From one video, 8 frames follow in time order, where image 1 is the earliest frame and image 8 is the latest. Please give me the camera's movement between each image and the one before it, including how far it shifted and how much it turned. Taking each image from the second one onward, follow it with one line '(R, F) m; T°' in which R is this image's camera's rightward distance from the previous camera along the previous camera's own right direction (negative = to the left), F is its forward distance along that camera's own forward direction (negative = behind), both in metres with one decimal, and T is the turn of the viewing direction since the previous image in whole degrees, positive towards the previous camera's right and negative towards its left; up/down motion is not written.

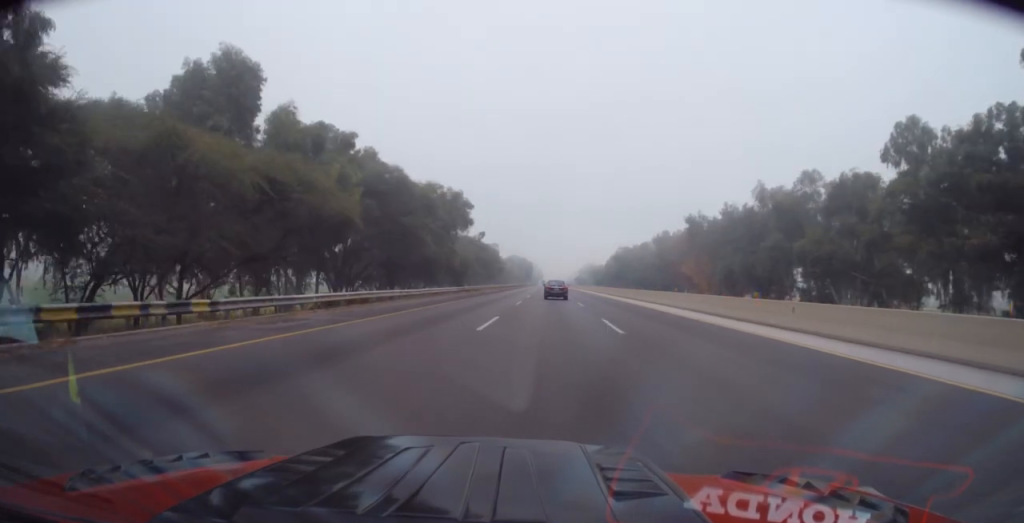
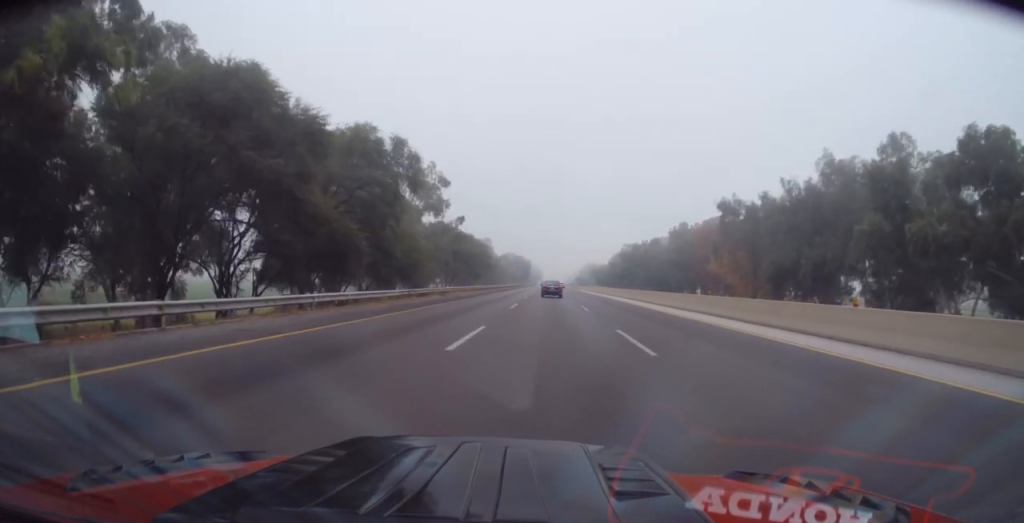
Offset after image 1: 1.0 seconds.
(-0.2, +22.7) m; -1°
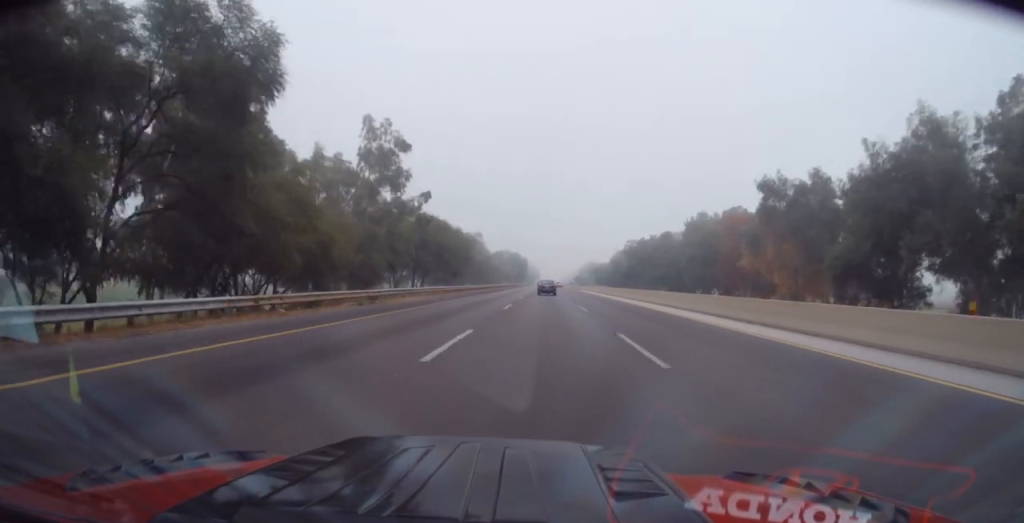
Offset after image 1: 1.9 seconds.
(-0.2, +19.6) m; 0°
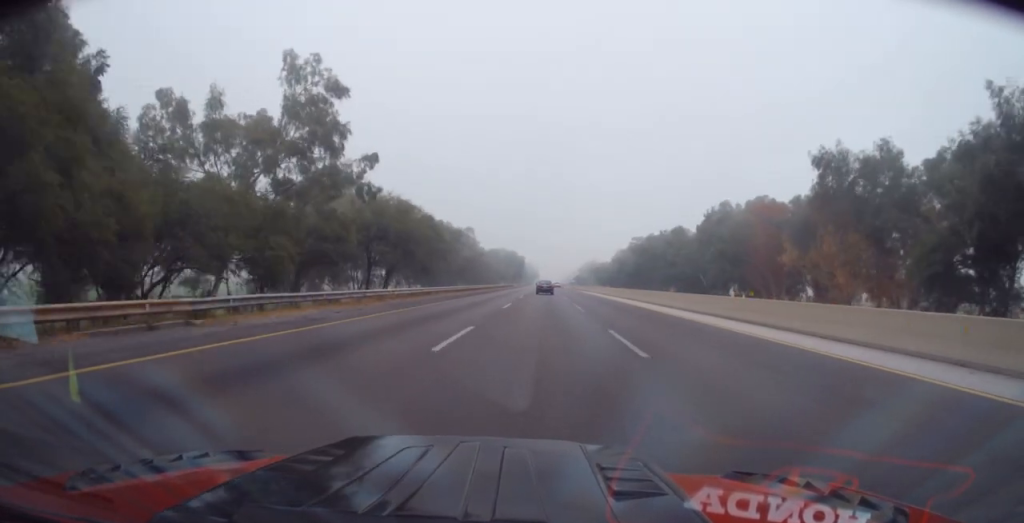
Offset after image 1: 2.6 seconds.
(0.0, +16.7) m; +1°
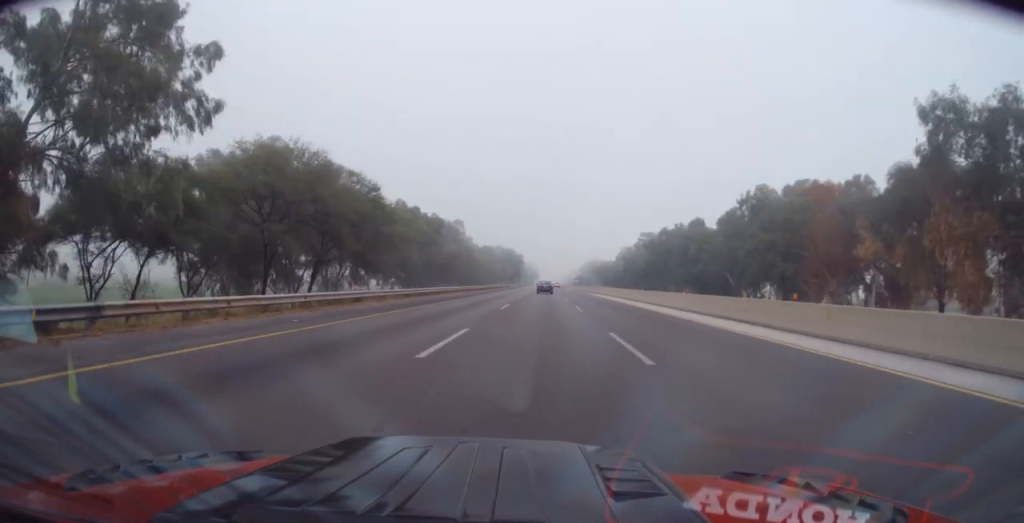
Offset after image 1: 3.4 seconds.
(+0.1, +19.0) m; +1°
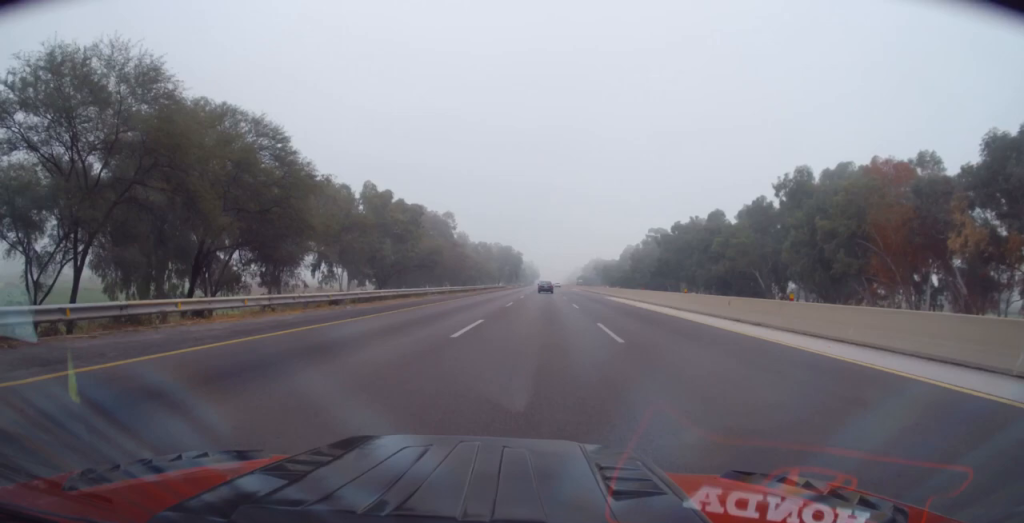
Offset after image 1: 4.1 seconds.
(+0.1, +14.3) m; 0°
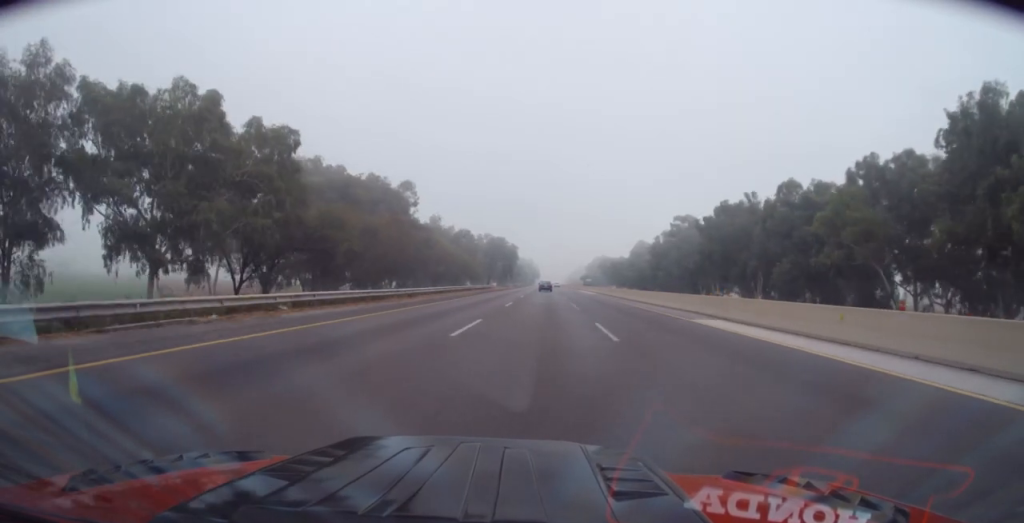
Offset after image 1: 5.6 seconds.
(-0.3, +35.6) m; 0°
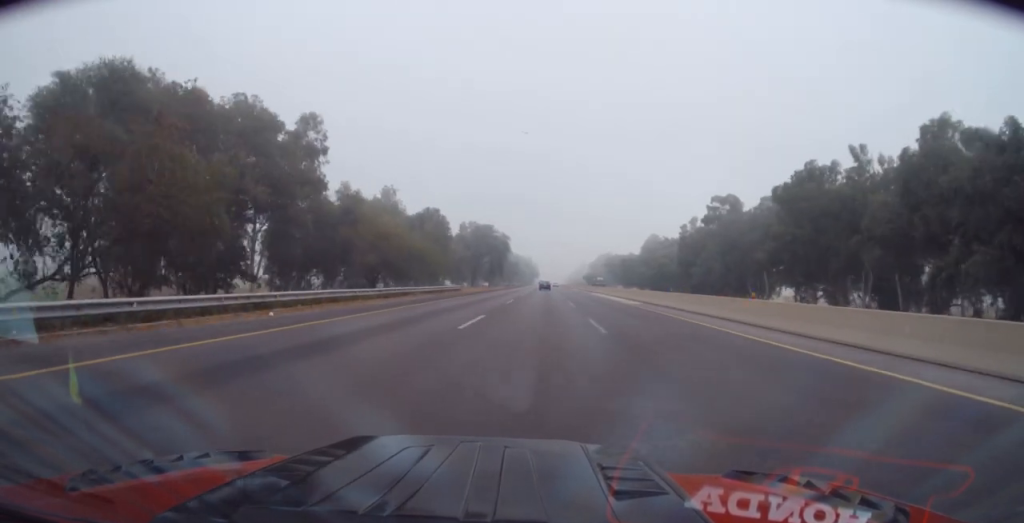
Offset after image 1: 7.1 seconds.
(+0.3, +34.3) m; -1°
